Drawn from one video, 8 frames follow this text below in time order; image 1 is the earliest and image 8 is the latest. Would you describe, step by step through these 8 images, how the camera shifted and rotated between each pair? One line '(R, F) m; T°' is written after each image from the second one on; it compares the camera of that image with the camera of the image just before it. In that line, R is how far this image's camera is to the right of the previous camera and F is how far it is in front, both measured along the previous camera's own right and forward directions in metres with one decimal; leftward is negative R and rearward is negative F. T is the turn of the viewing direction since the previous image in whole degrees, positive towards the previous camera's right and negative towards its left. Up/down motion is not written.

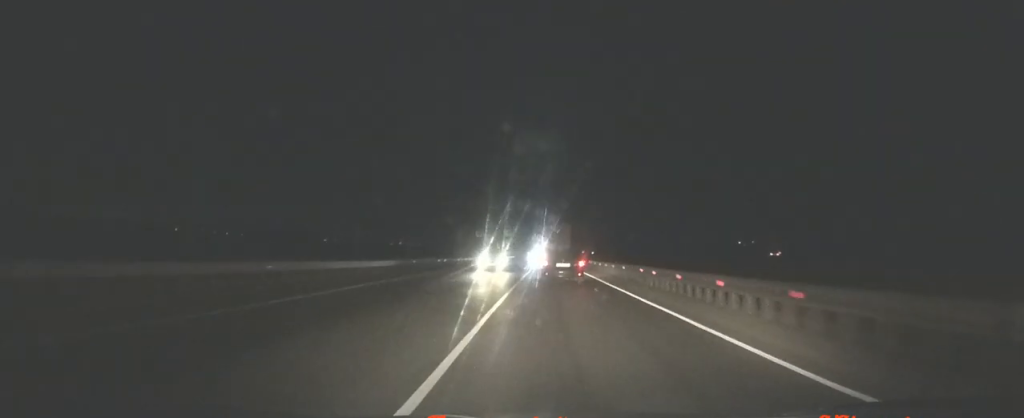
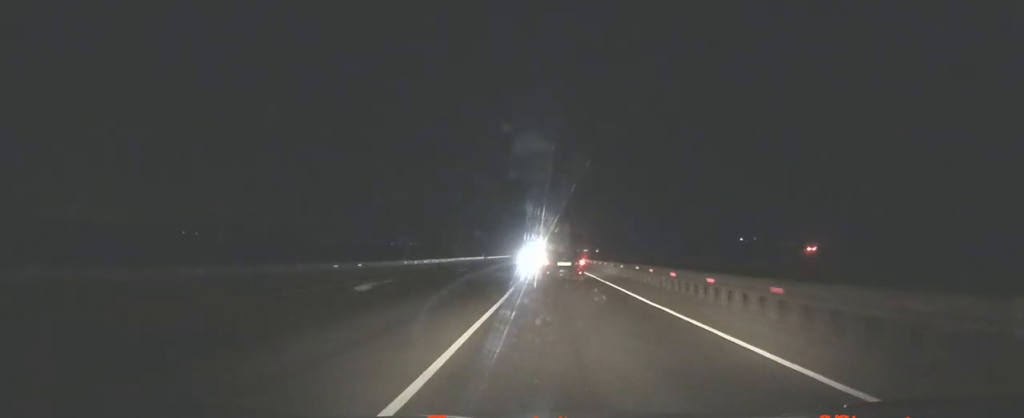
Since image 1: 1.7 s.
(+0.1, +27.7) m; 0°
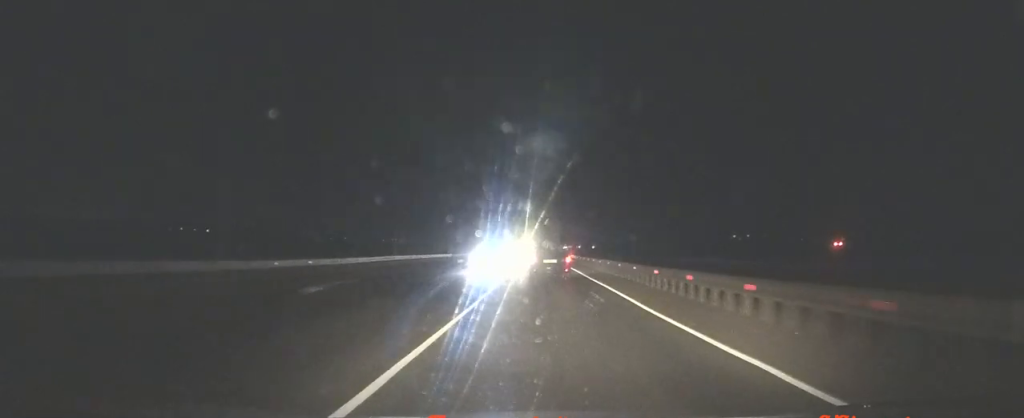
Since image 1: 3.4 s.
(-0.1, +27.7) m; 0°
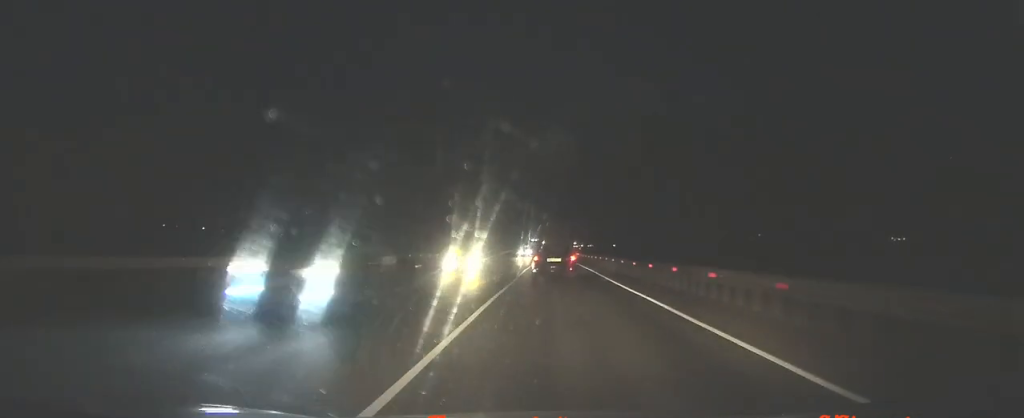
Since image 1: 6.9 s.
(-0.5, +56.1) m; 0°
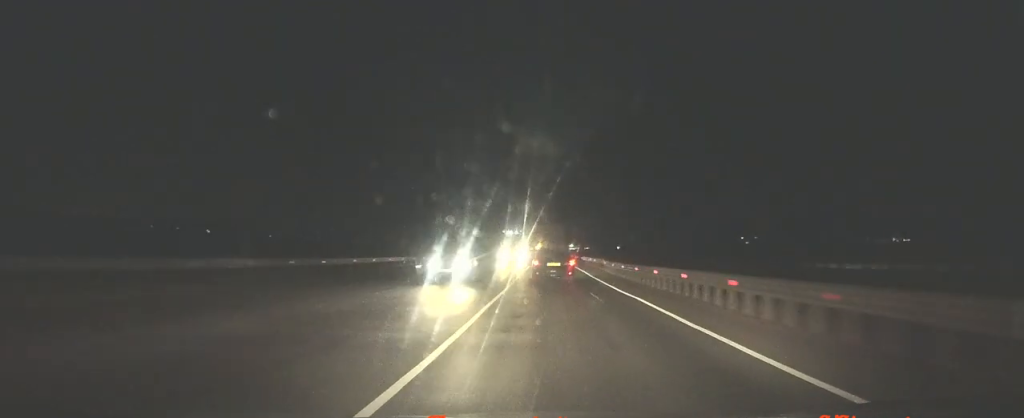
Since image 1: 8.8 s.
(0.0, +29.9) m; 0°
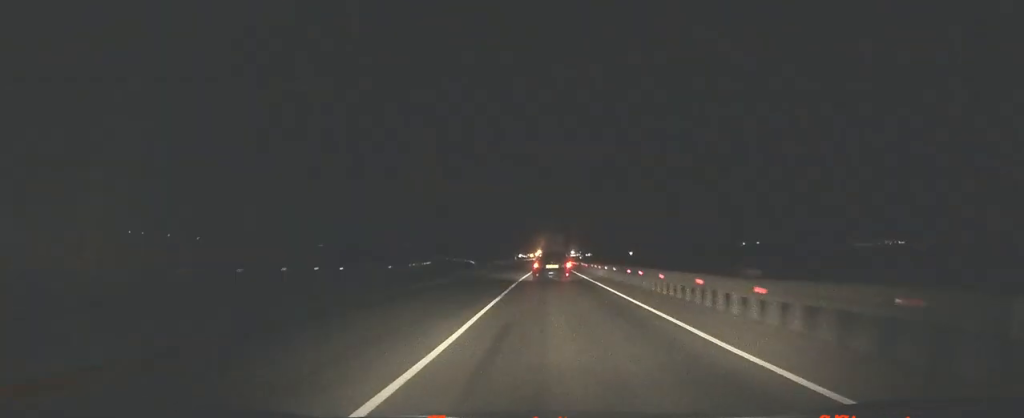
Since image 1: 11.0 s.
(+0.1, +34.3) m; +1°
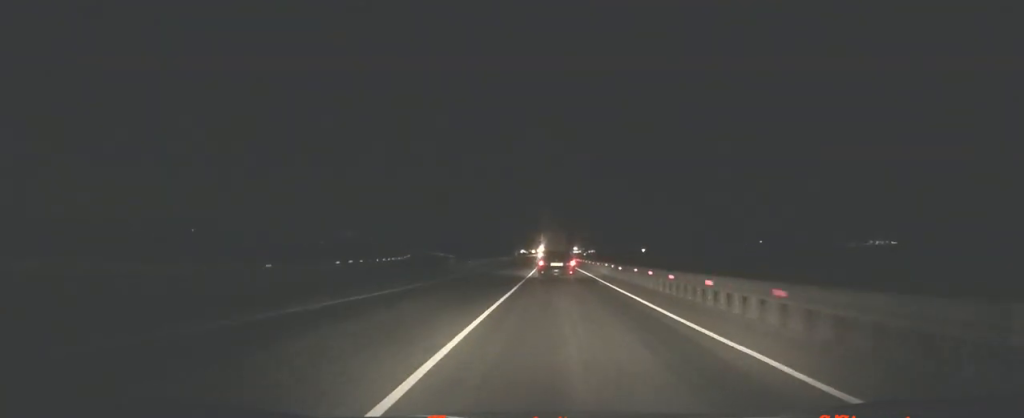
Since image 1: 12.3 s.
(+0.2, +20.9) m; 0°
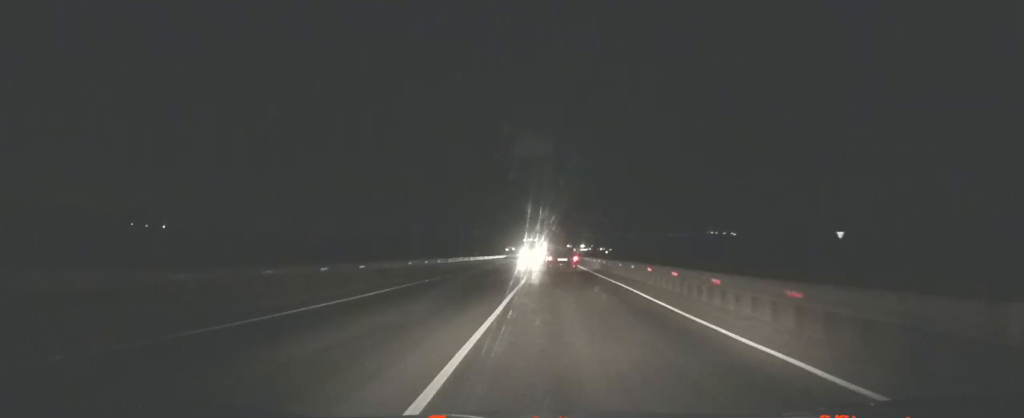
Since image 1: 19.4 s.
(+0.5, +124.5) m; 0°
